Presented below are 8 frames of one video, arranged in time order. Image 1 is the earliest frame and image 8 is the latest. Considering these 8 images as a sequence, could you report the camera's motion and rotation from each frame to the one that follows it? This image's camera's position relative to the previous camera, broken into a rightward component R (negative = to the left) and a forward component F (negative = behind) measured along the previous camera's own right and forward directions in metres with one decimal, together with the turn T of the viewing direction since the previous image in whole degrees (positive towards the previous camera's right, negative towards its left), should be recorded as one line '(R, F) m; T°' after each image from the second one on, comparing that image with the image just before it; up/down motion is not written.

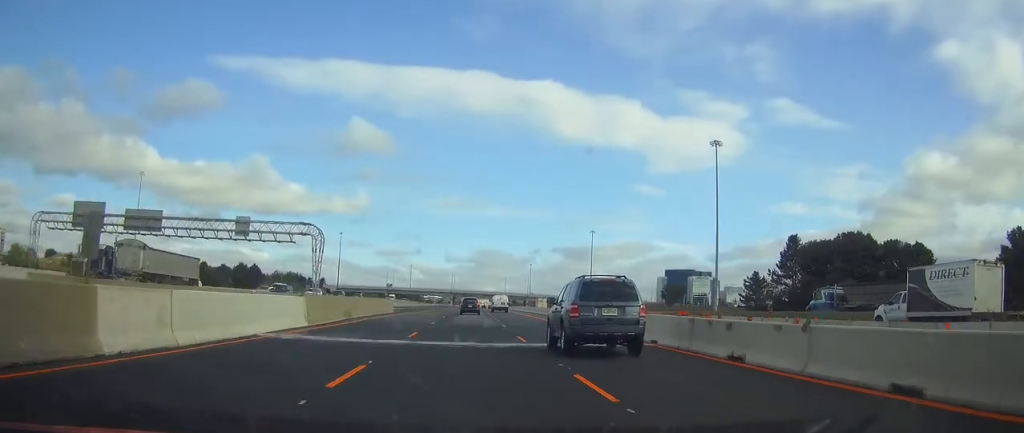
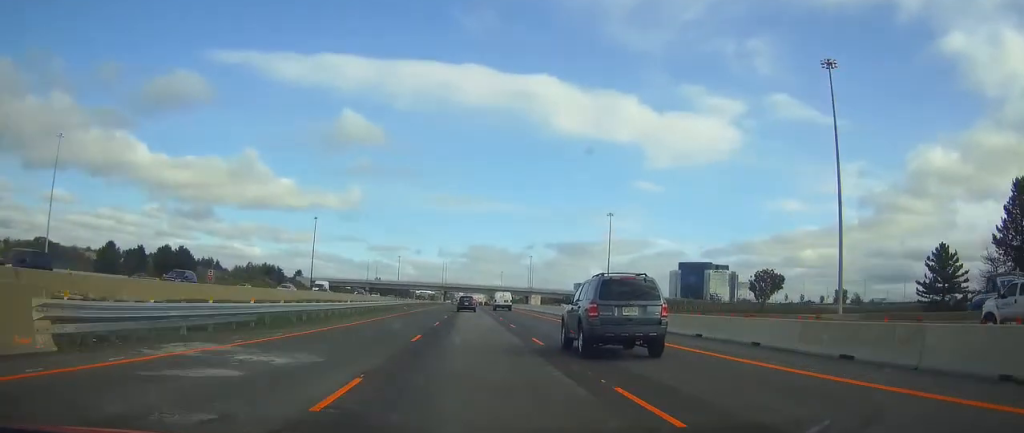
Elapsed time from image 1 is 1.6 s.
(0.0, +50.4) m; 0°
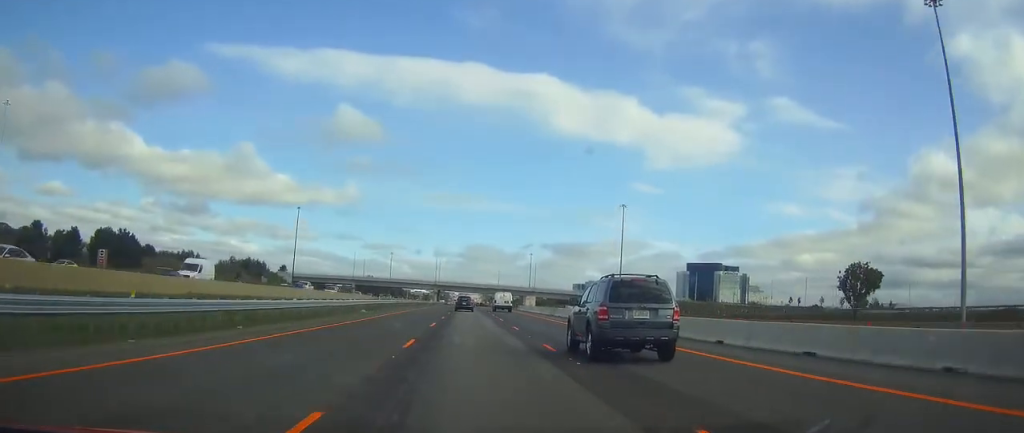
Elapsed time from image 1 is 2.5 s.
(+0.1, +27.4) m; 0°
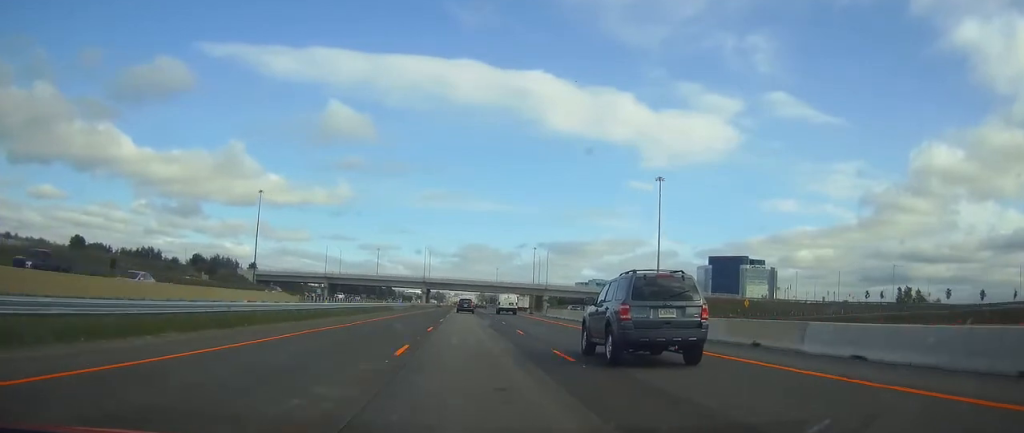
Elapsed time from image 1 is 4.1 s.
(+0.3, +50.7) m; +1°
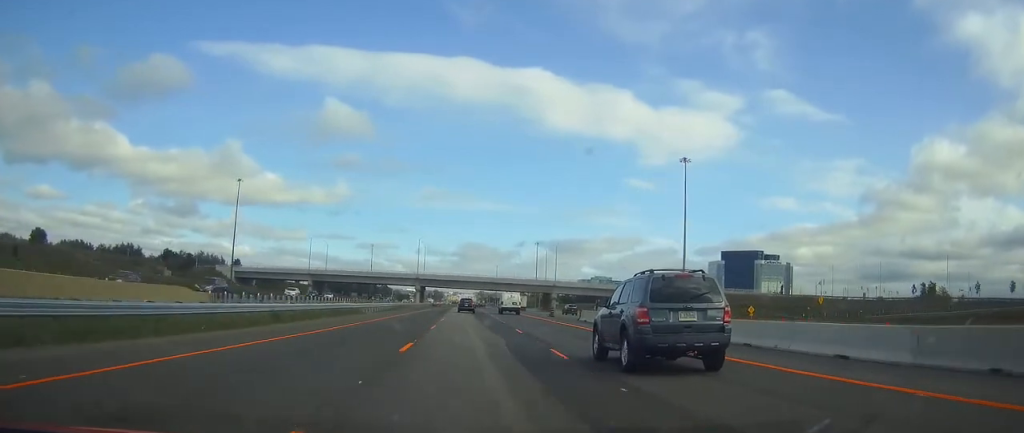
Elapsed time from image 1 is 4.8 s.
(+0.1, +23.3) m; 0°
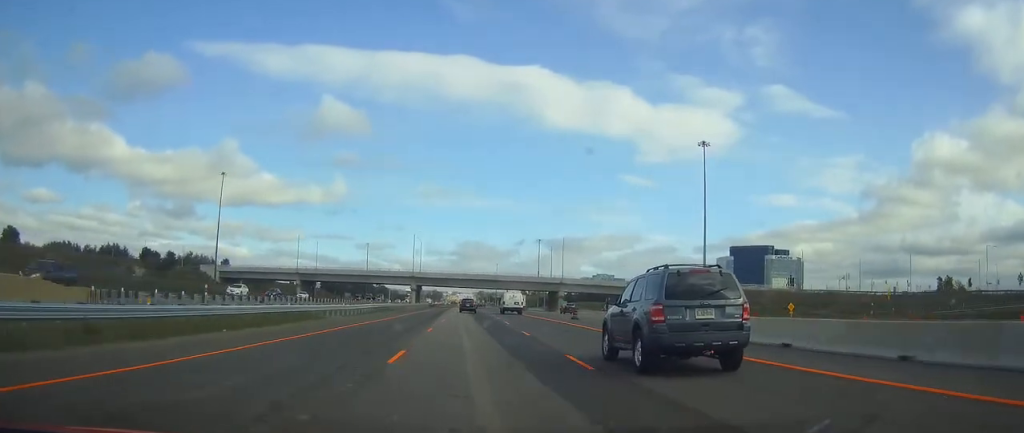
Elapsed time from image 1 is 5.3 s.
(0.0, +14.9) m; 0°
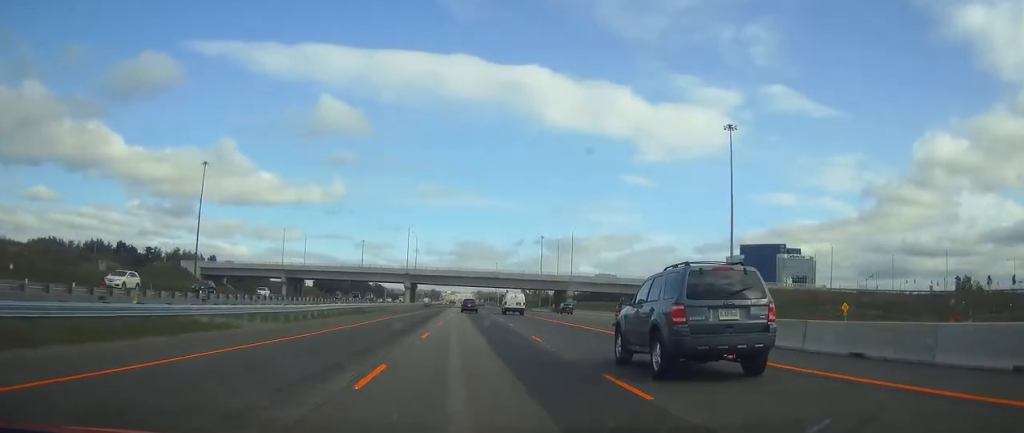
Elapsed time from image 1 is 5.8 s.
(0.0, +15.9) m; 0°
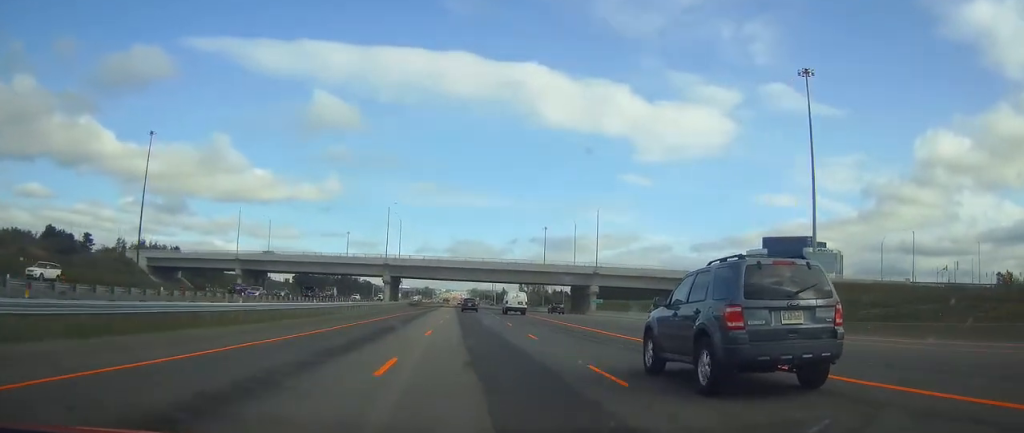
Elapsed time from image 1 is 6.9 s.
(+0.1, +35.1) m; 0°
